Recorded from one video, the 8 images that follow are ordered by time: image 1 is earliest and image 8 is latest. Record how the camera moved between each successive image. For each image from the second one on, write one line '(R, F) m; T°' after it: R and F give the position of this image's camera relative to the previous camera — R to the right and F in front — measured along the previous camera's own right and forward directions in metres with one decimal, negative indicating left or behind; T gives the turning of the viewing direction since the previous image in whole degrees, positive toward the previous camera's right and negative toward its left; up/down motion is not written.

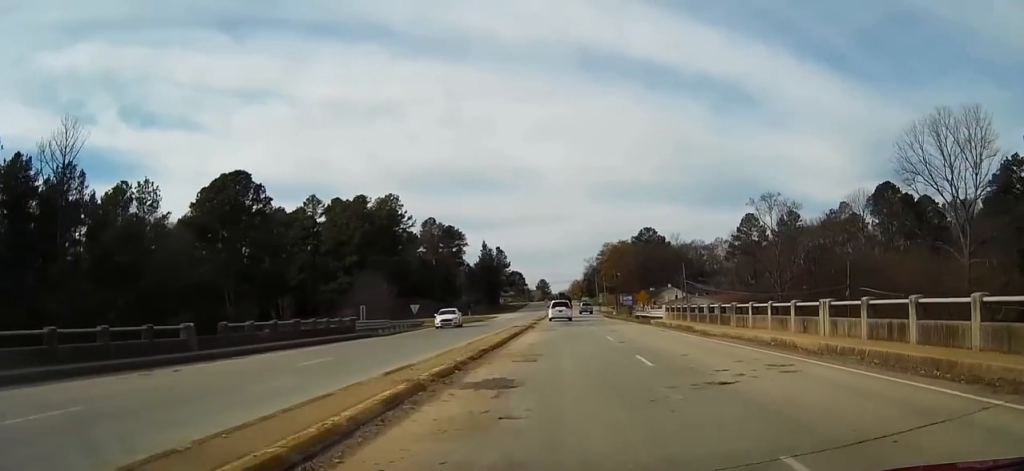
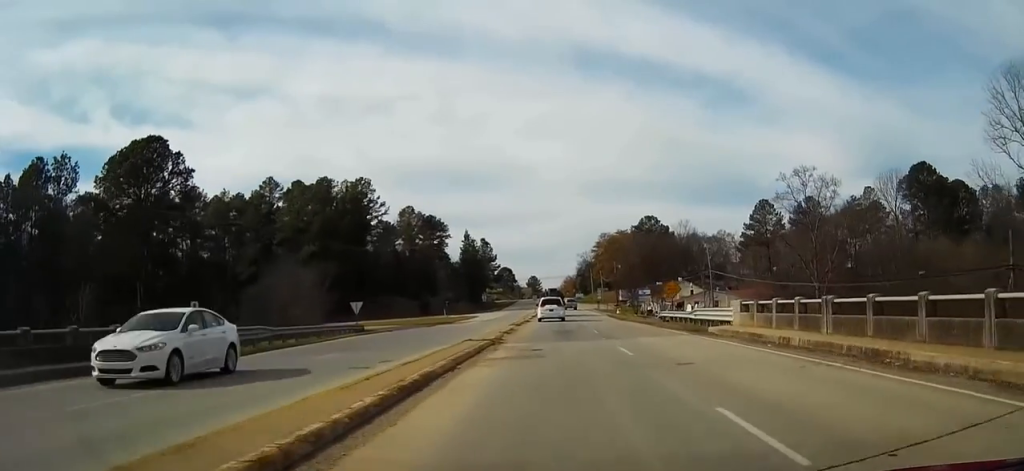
(+0.2, +22.1) m; +1°
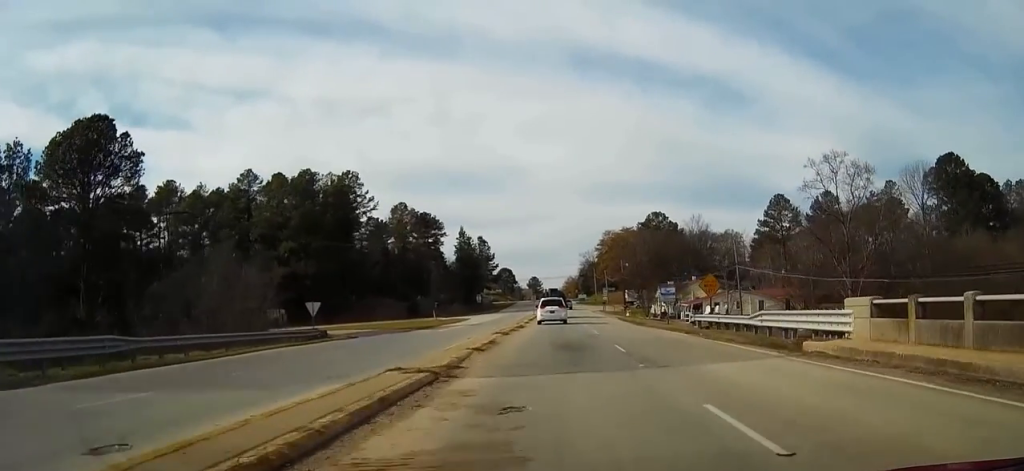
(0.0, +12.4) m; +1°
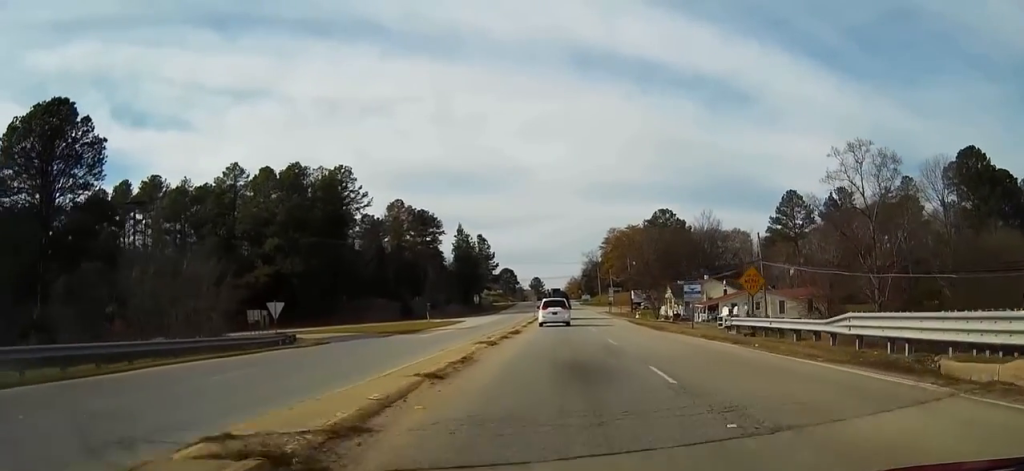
(0.0, +8.1) m; 0°
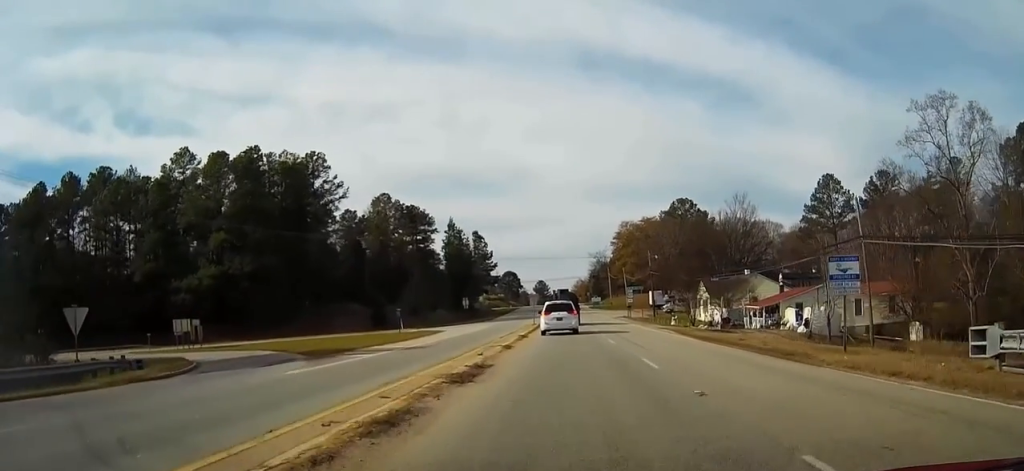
(-0.1, +21.1) m; -1°
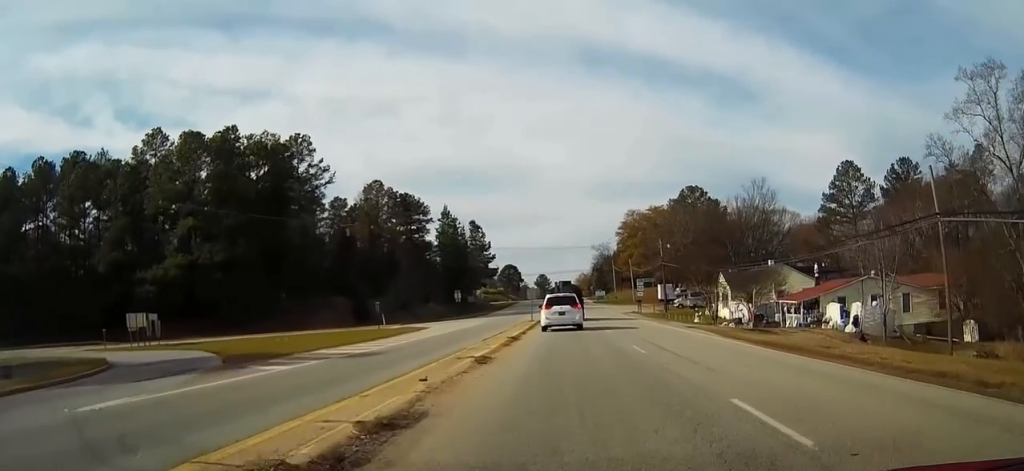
(-0.1, +9.4) m; -1°
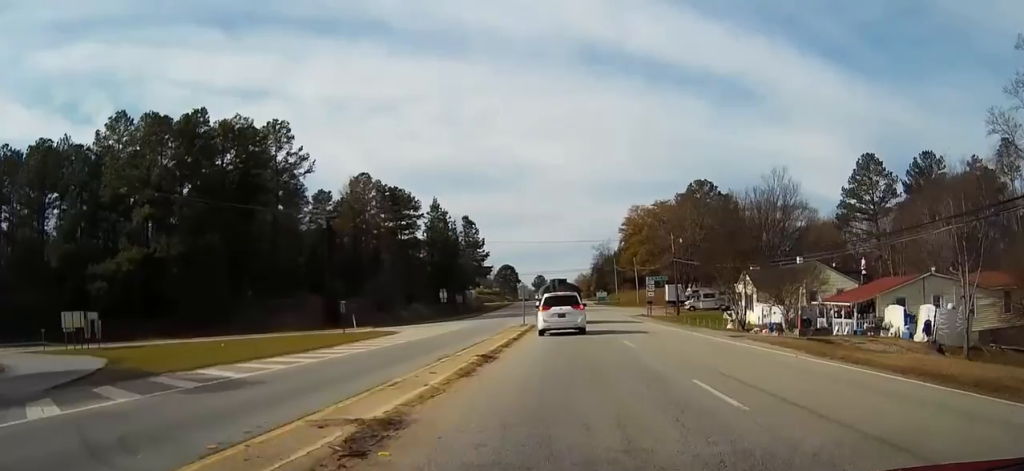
(-0.1, +10.6) m; 0°
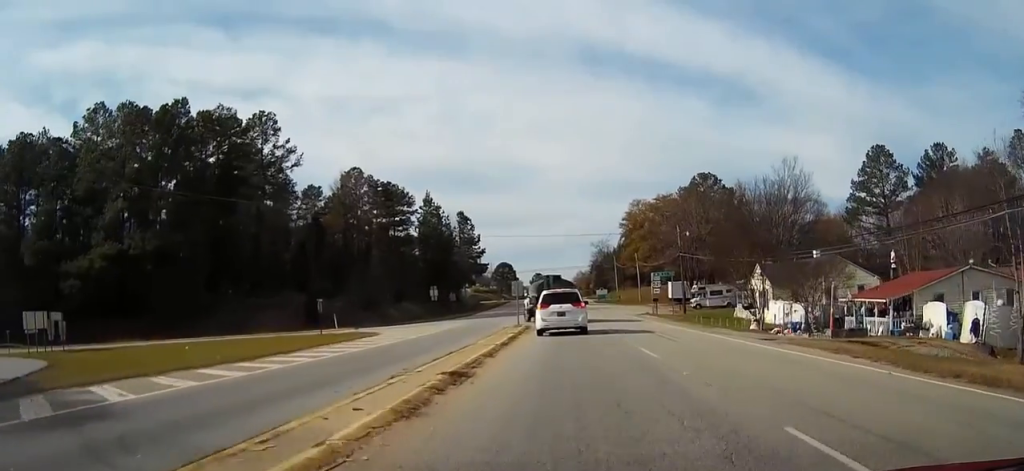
(0.0, +5.3) m; 0°
